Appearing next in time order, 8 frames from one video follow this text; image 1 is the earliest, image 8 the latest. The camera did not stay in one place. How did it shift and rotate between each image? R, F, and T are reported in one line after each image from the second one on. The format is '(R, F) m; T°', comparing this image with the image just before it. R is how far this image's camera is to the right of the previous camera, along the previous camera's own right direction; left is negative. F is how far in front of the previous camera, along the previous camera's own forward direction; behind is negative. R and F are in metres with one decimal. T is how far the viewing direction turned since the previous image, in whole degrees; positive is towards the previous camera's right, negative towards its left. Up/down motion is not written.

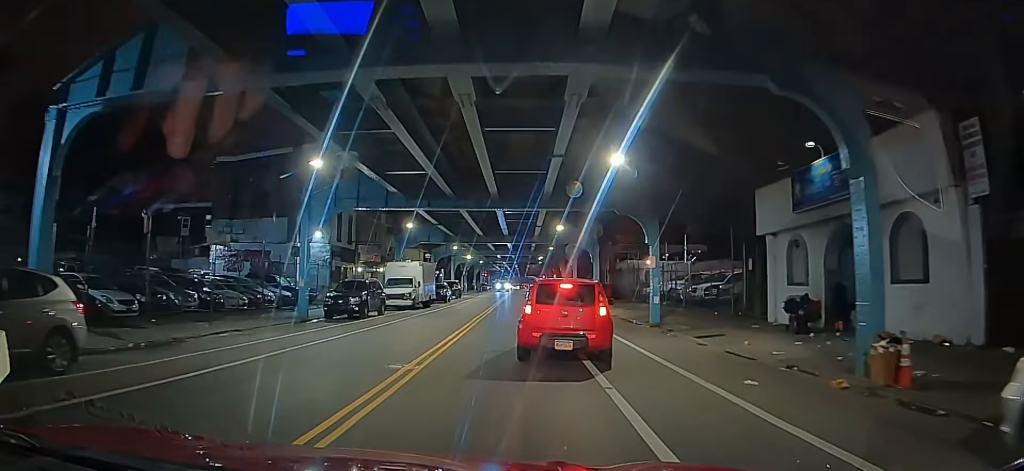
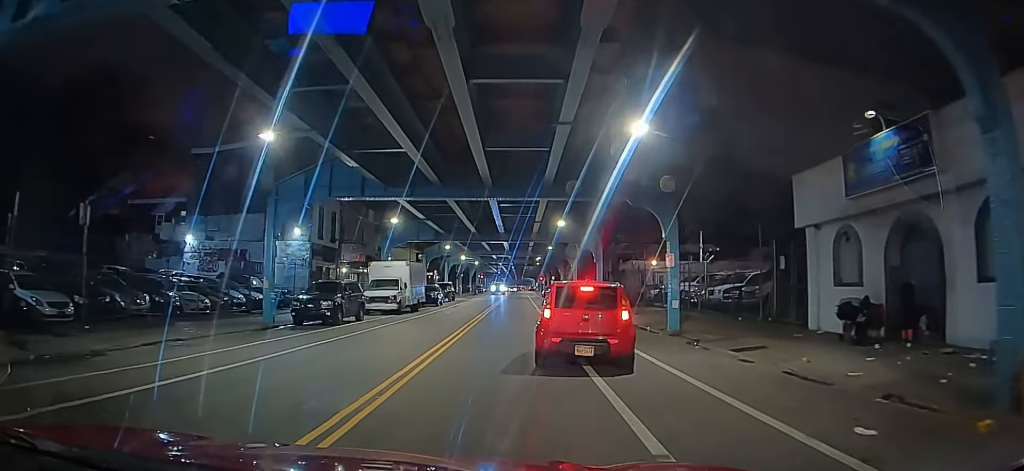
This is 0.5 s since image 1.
(-0.1, +3.7) m; -3°
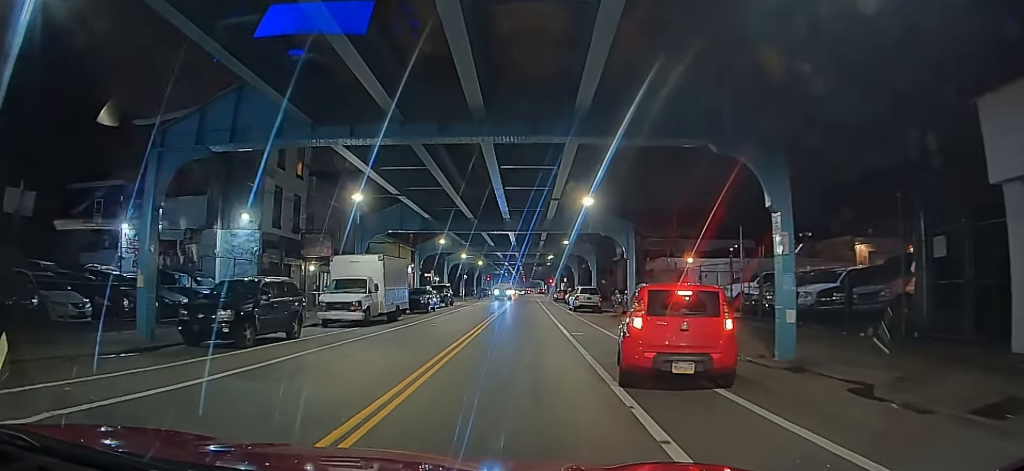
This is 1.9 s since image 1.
(-0.3, +8.7) m; 0°
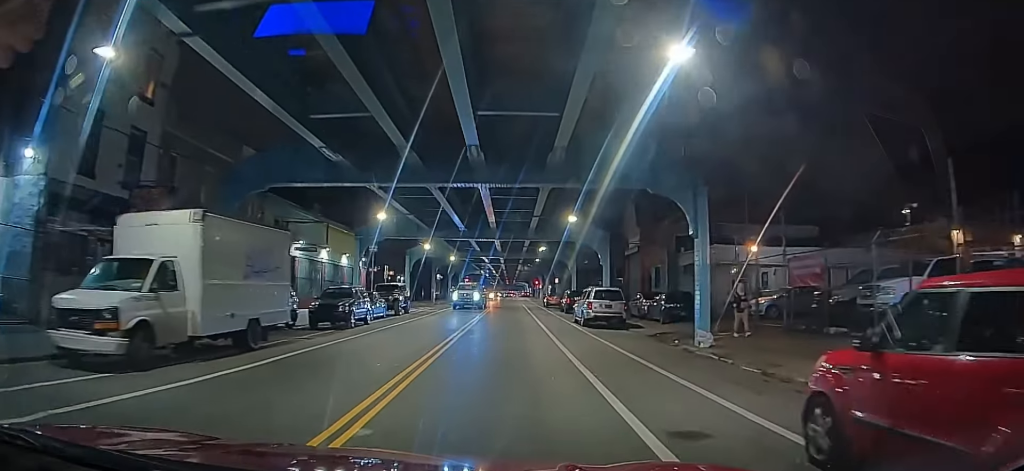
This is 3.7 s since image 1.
(+0.7, +12.2) m; +7°
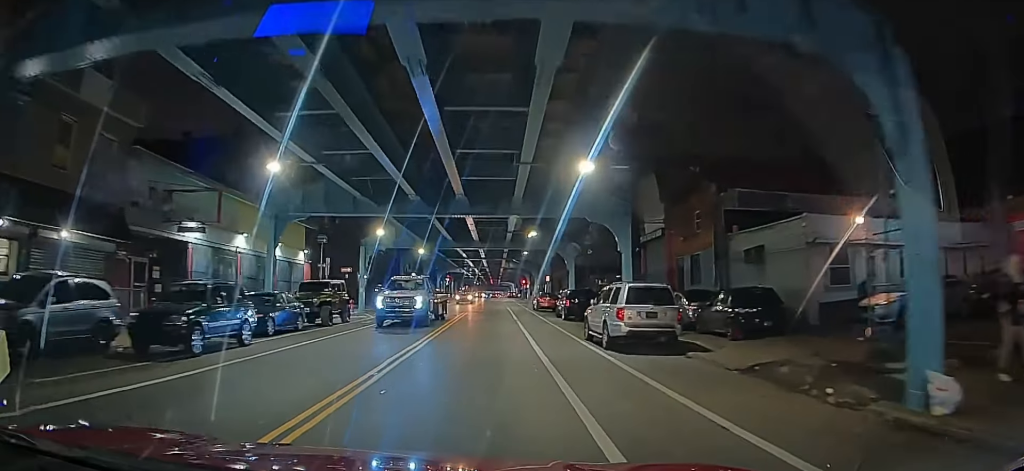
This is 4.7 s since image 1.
(+0.3, +7.9) m; -1°
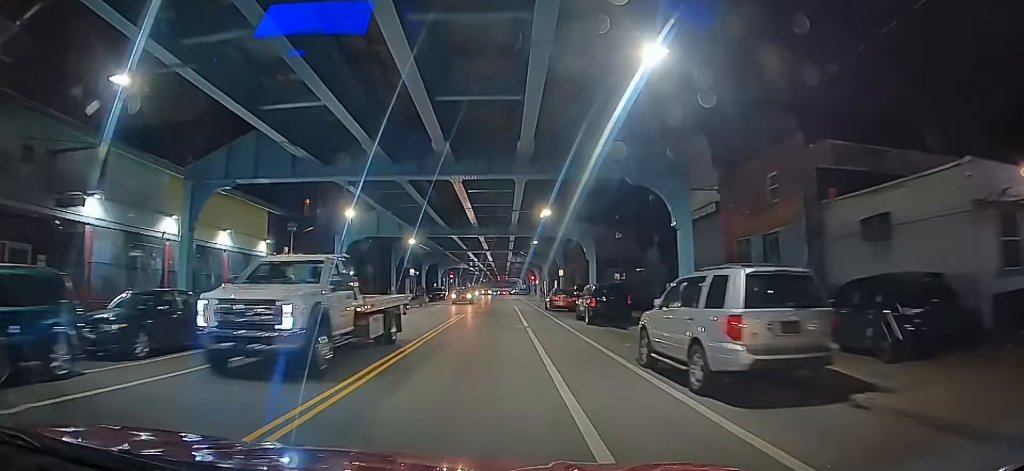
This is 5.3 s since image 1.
(-0.5, +5.4) m; -1°
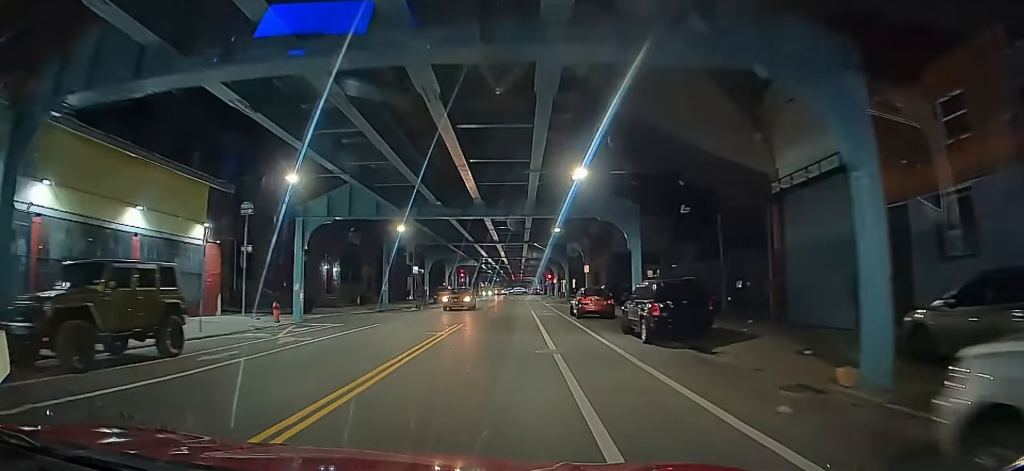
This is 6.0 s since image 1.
(+0.3, +6.5) m; 0°
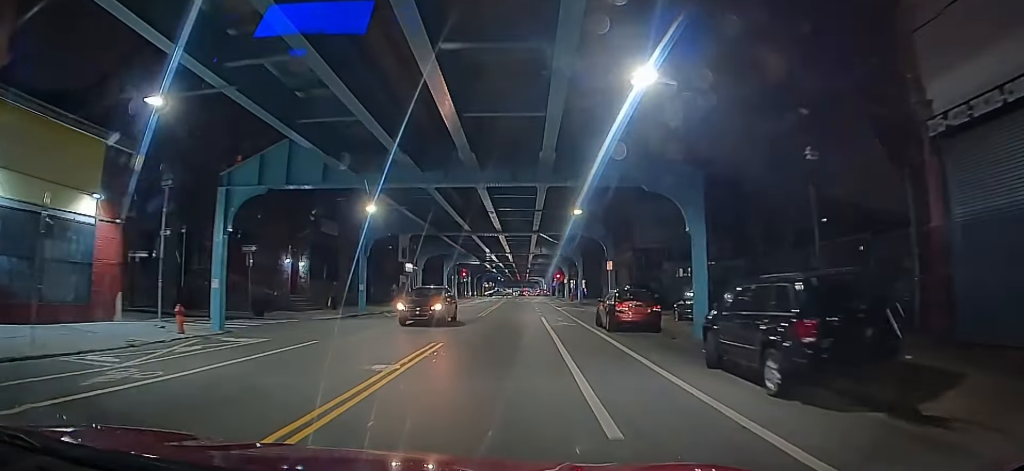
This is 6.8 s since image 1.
(0.0, +5.9) m; -1°
